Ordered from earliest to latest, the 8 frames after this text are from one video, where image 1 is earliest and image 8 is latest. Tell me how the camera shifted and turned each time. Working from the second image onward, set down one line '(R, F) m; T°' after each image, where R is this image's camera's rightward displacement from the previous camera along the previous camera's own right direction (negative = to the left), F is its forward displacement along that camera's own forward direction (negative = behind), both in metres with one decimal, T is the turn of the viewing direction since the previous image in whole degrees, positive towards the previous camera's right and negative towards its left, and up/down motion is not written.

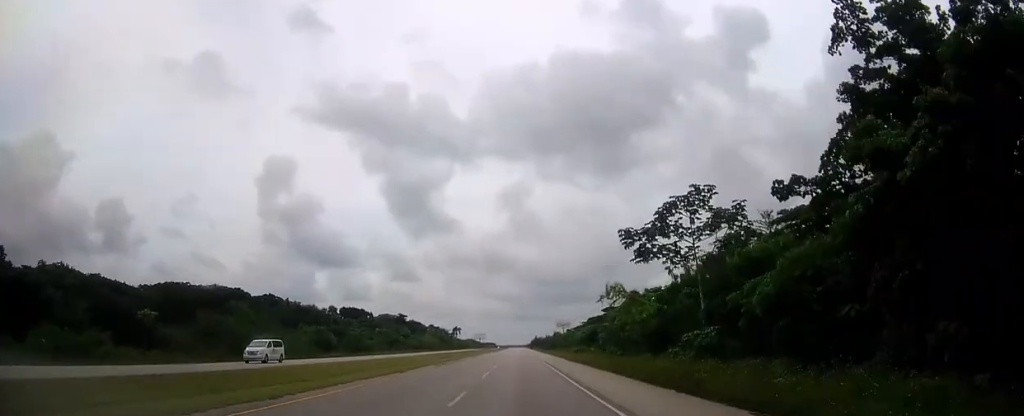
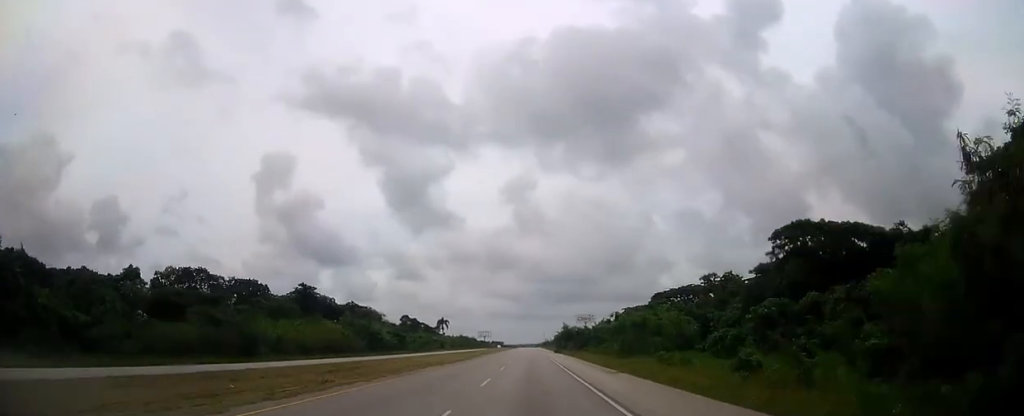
(-0.4, +114.1) m; 0°
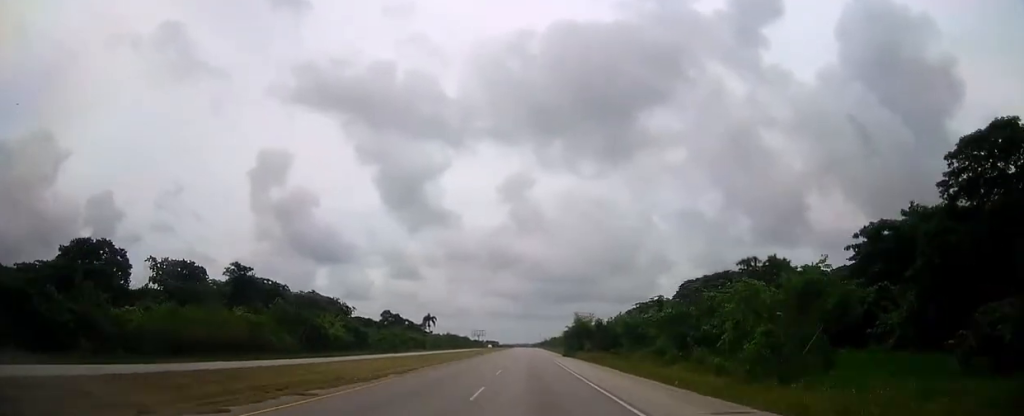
(-0.1, +29.1) m; 0°
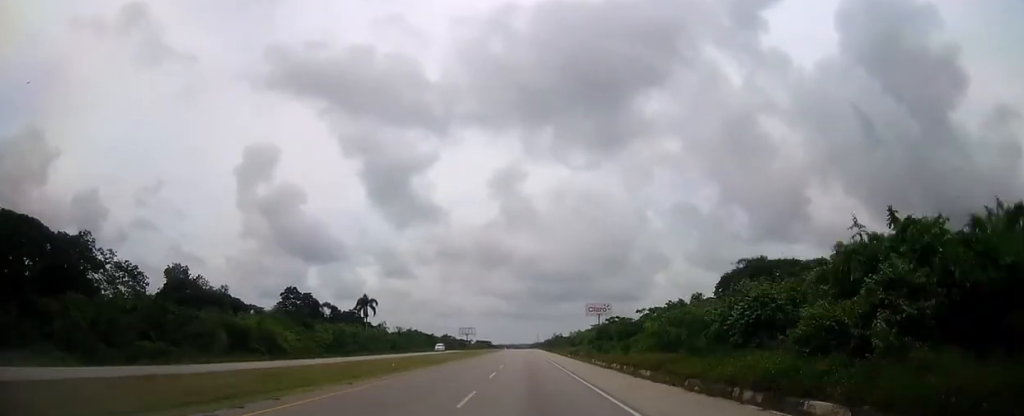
(+0.2, +97.0) m; 0°
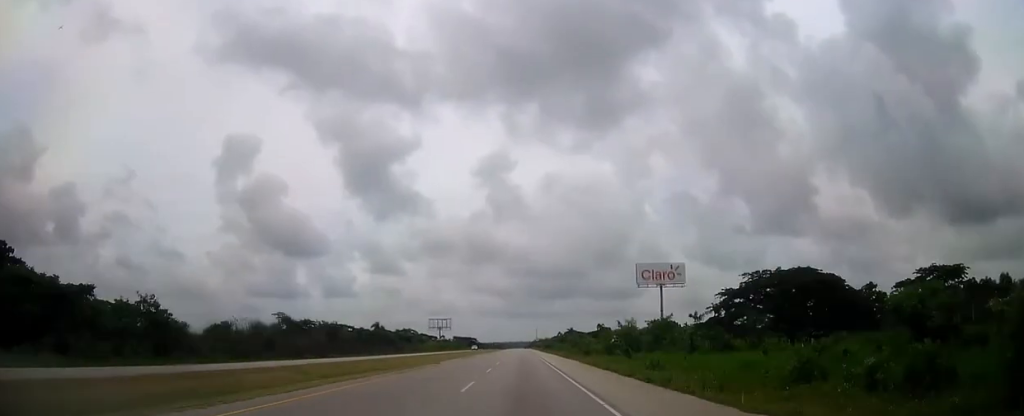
(+0.2, +163.8) m; 0°
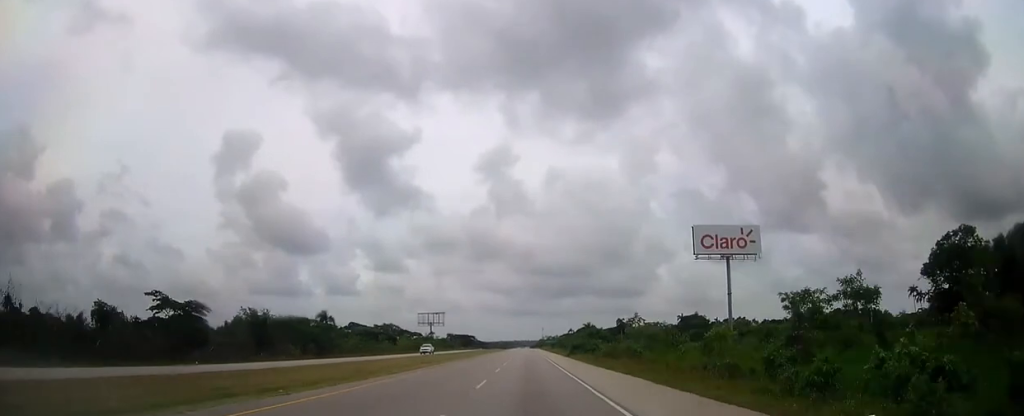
(+0.1, +58.2) m; 0°
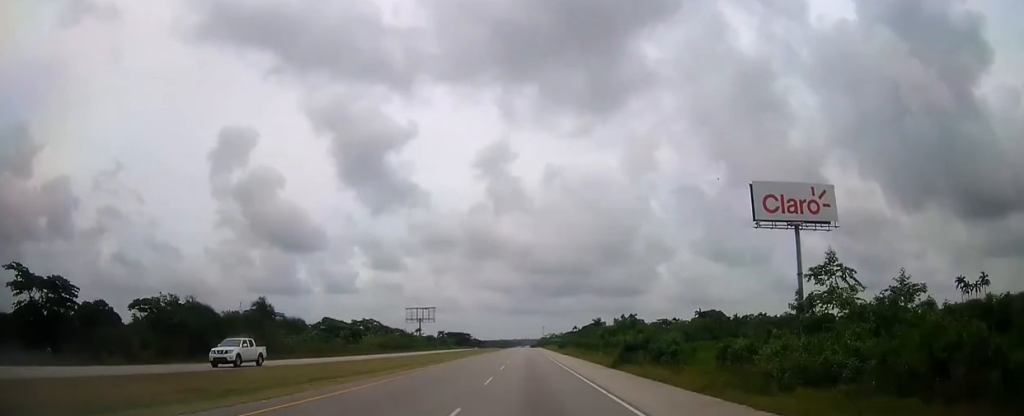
(-0.2, +35.3) m; 0°
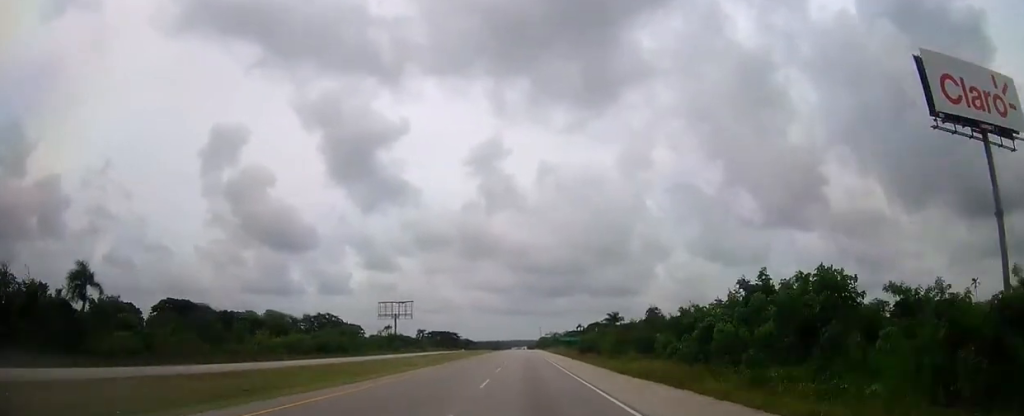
(0.0, +49.6) m; 0°
